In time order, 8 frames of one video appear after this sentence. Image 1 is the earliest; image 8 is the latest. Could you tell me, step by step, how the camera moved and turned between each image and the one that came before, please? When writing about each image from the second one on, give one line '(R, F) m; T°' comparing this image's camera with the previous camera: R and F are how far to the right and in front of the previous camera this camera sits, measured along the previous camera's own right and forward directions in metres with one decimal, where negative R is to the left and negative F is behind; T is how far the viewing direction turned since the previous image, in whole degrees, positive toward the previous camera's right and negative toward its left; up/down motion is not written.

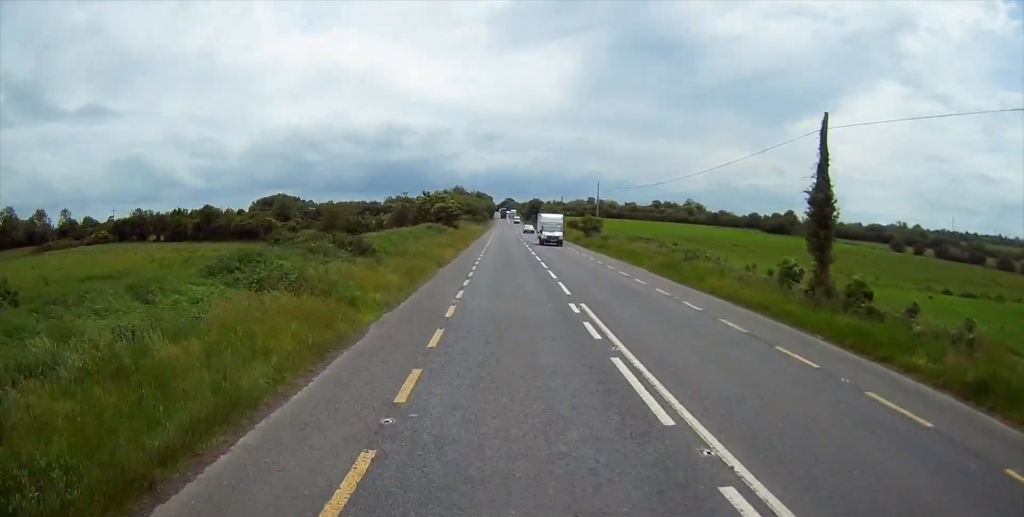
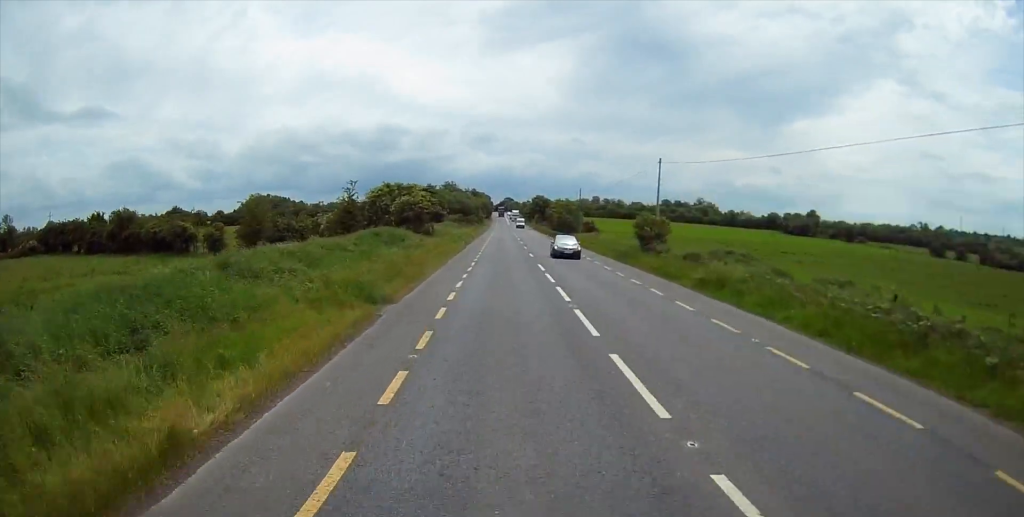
(-0.5, +31.2) m; 0°
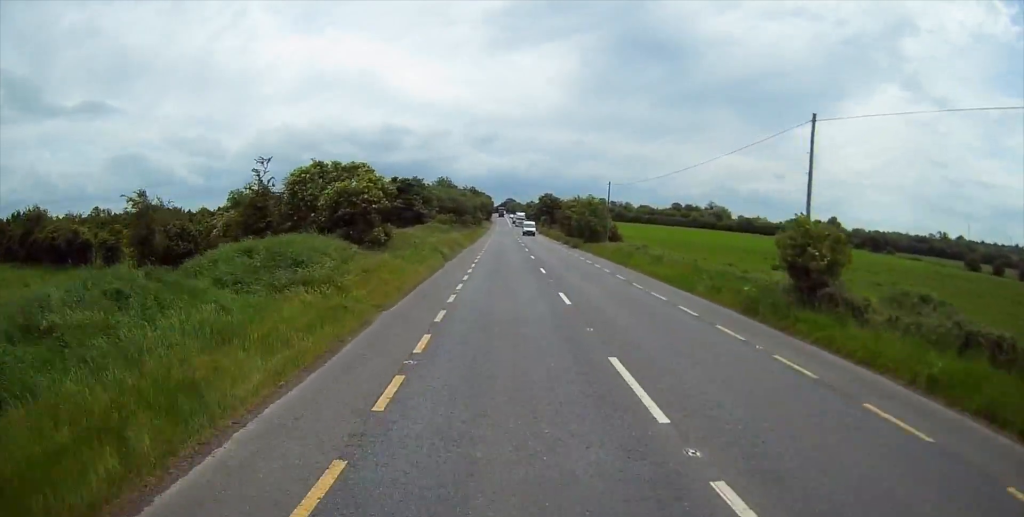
(+0.3, +23.6) m; 0°
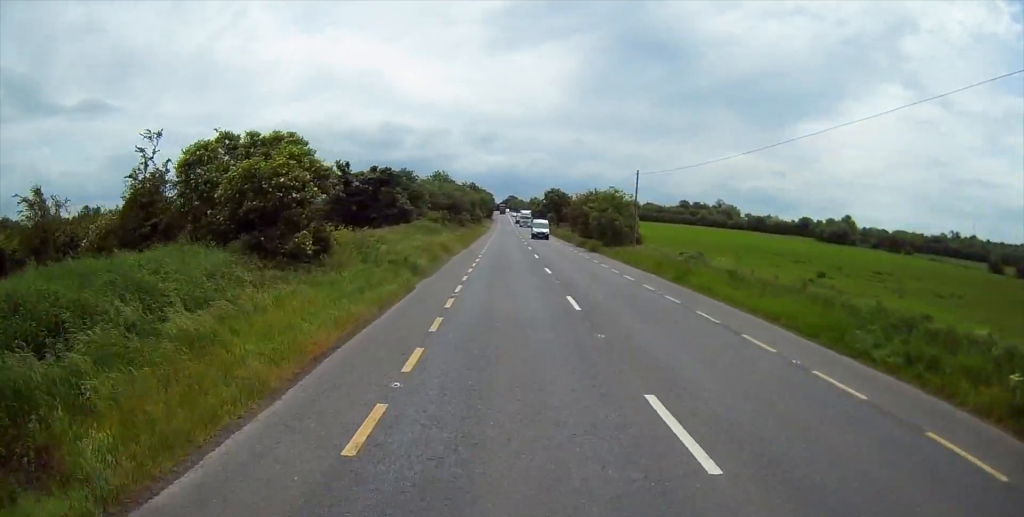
(0.0, +13.4) m; 0°
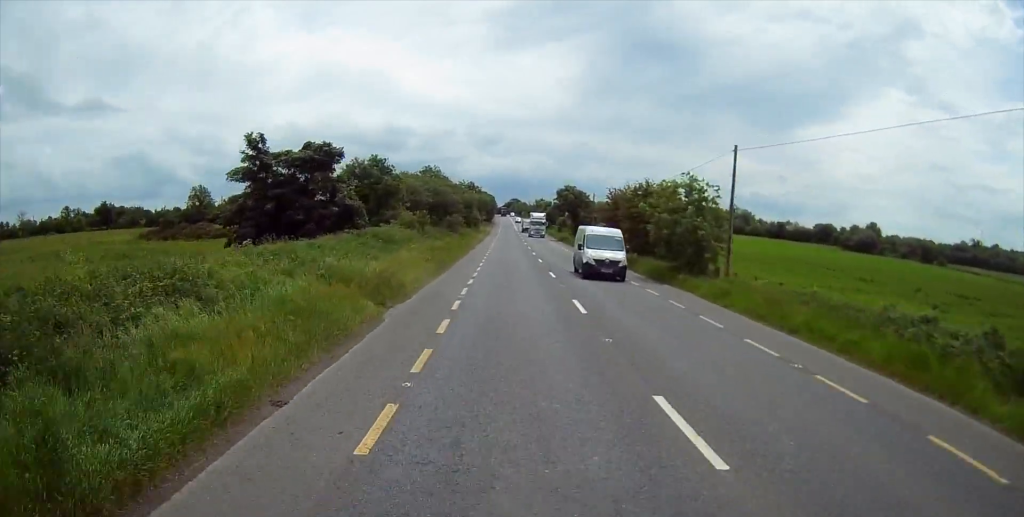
(-0.1, +23.1) m; 0°
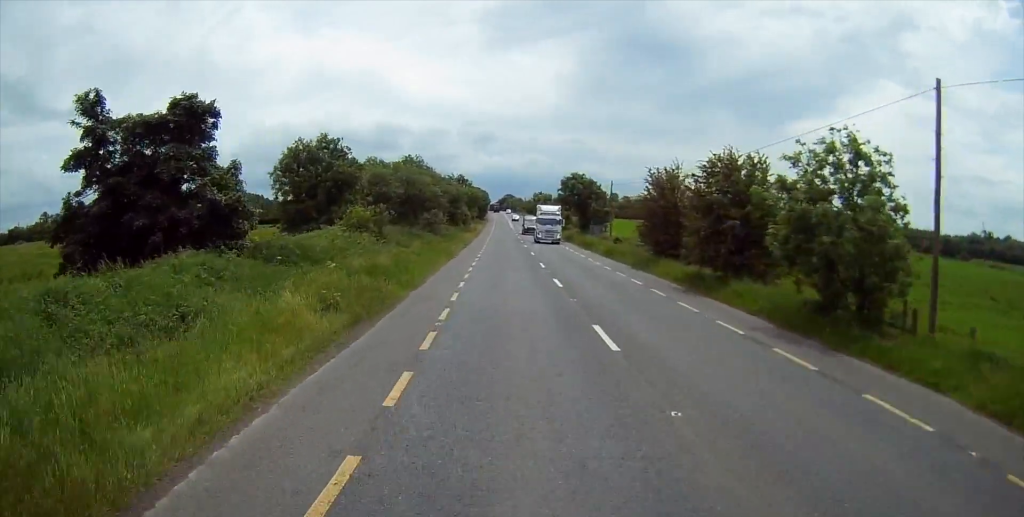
(+0.2, +17.4) m; 0°
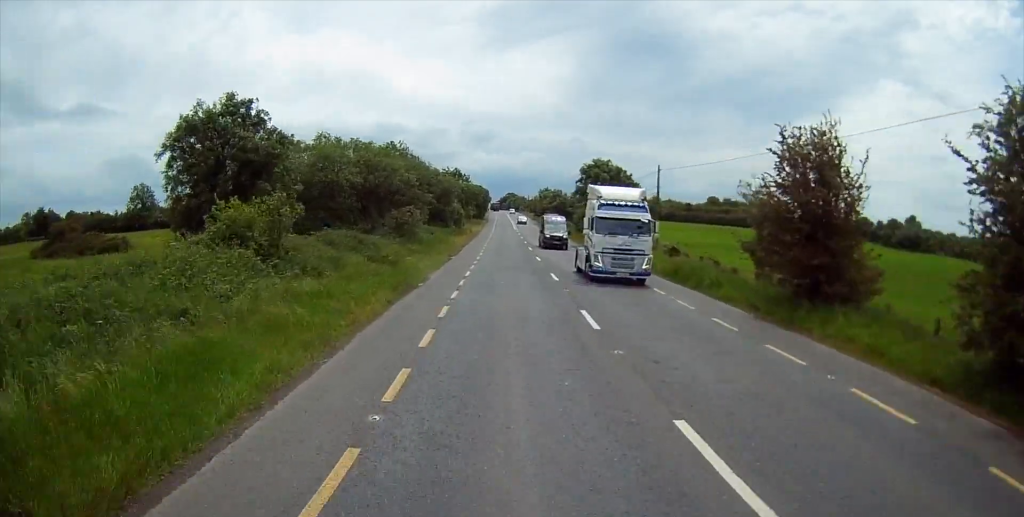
(-0.1, +18.9) m; -1°
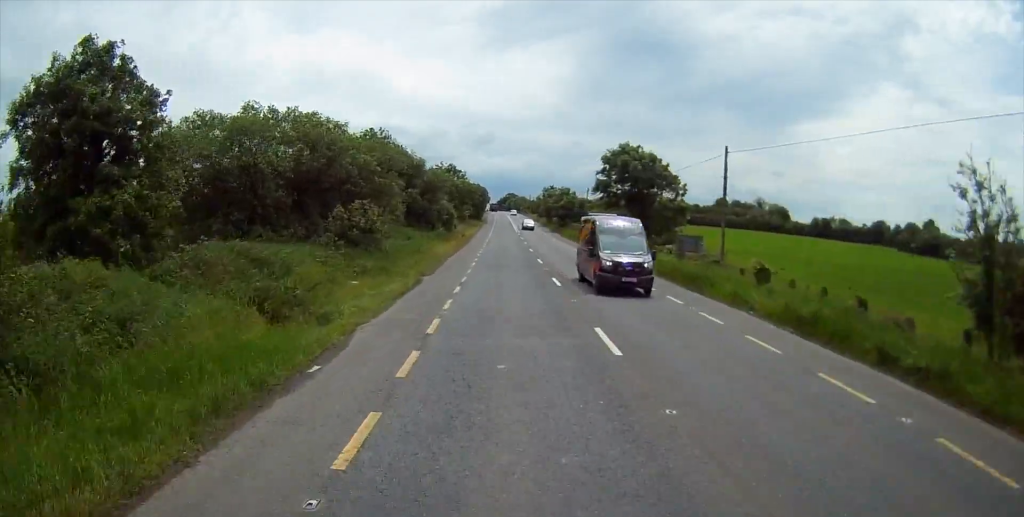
(-0.2, +14.1) m; 0°
